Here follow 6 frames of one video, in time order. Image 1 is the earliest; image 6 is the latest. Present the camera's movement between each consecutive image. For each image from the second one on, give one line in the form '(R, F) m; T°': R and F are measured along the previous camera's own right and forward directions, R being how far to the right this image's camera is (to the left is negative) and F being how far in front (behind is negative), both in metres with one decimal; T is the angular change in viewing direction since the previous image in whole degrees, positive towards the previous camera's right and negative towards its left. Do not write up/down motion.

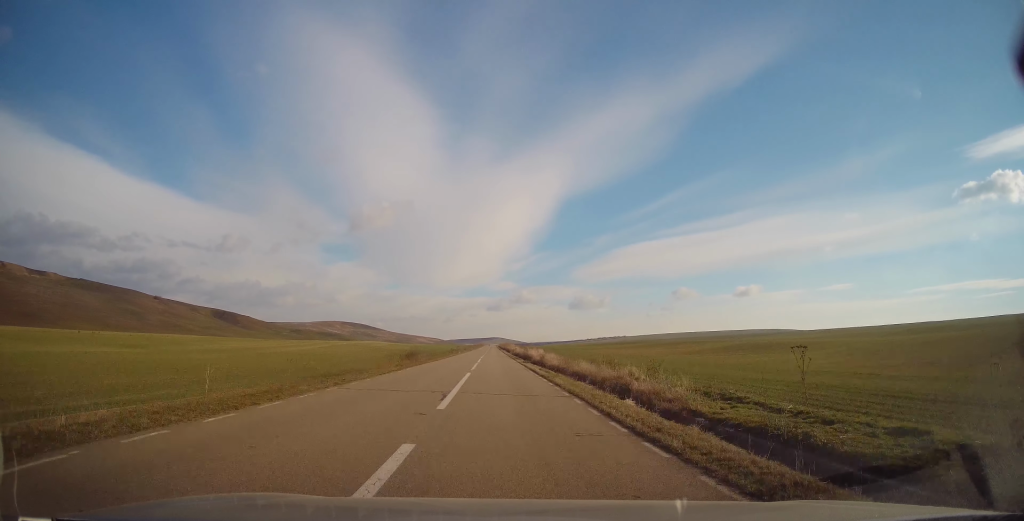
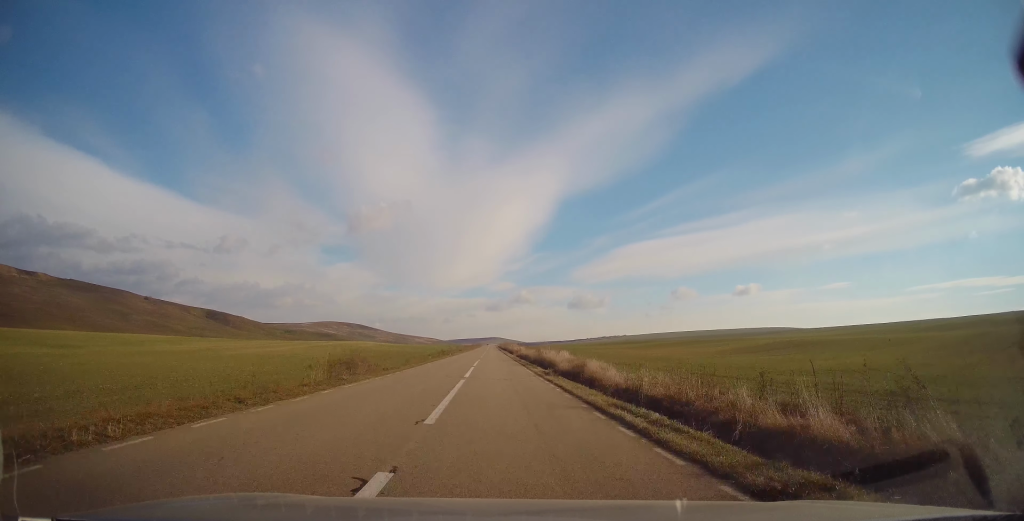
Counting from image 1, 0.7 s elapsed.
(+0.3, +17.4) m; 0°
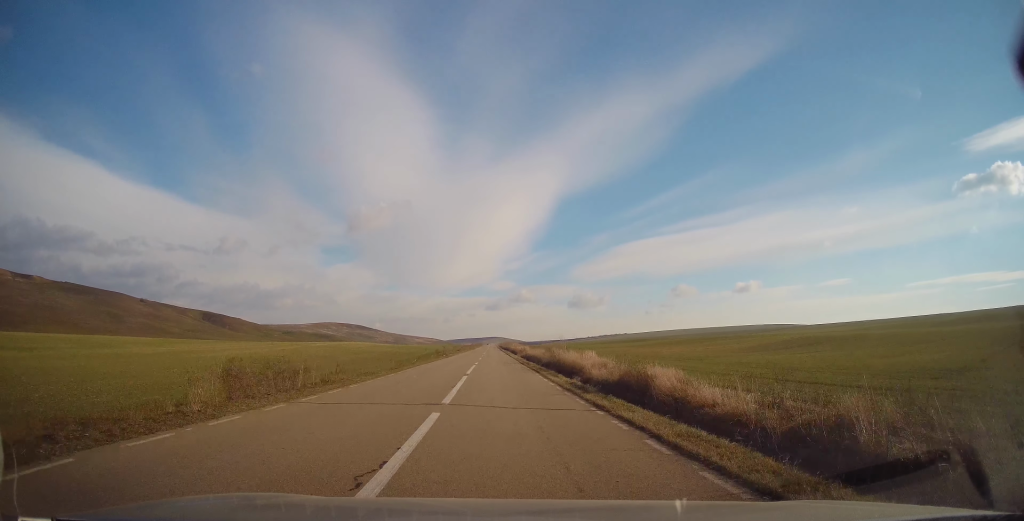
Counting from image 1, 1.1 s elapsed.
(-0.1, +9.5) m; 0°
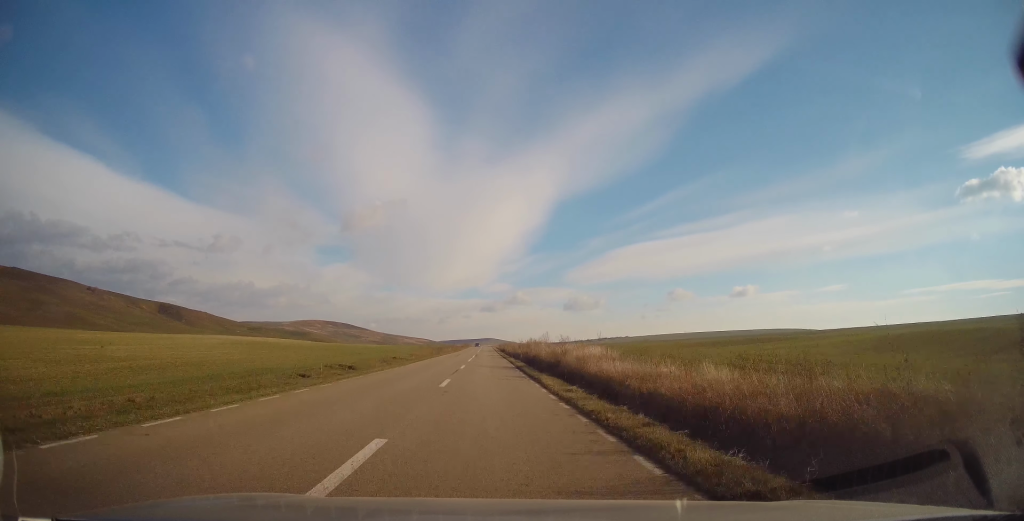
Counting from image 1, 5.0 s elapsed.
(+0.3, +91.4) m; 0°
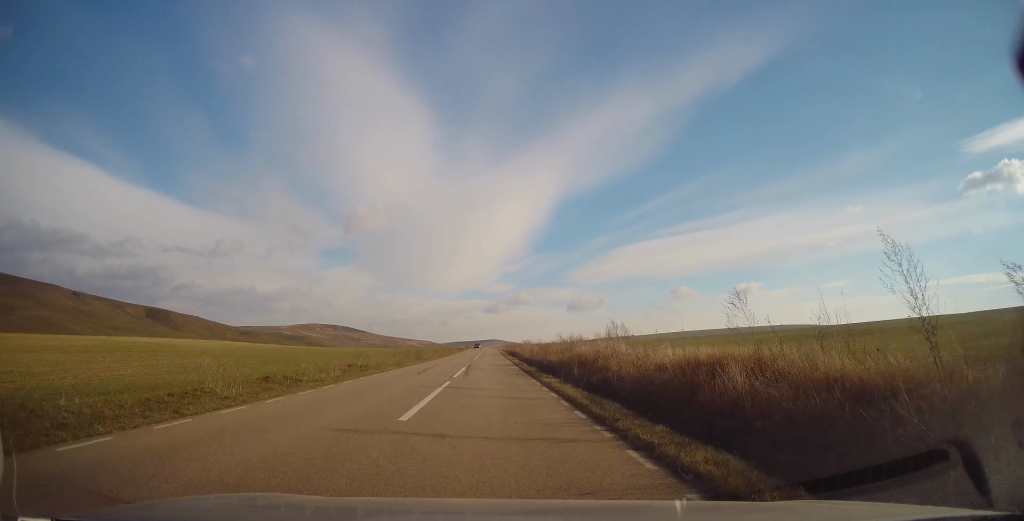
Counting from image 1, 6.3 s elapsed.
(-0.4, +29.7) m; 0°
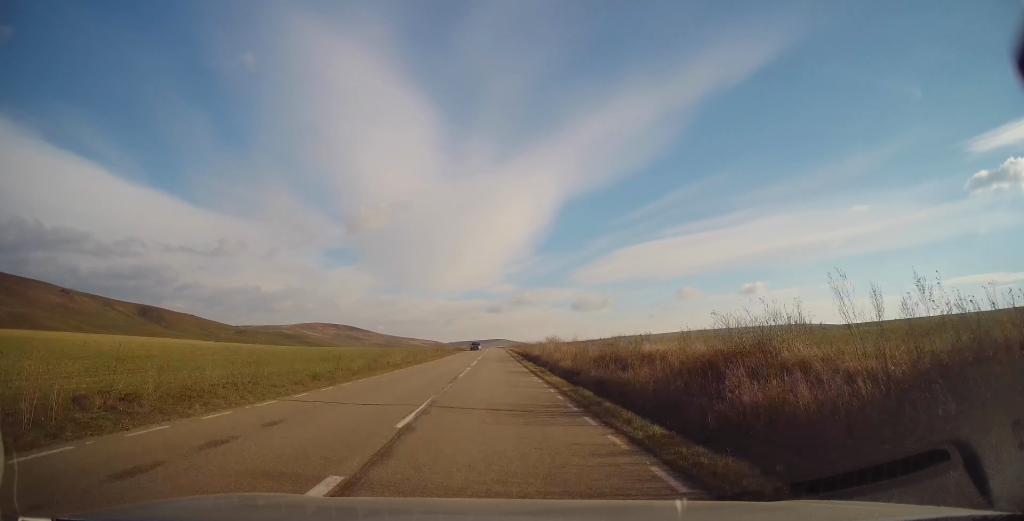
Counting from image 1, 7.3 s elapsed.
(+0.3, +24.7) m; +1°
